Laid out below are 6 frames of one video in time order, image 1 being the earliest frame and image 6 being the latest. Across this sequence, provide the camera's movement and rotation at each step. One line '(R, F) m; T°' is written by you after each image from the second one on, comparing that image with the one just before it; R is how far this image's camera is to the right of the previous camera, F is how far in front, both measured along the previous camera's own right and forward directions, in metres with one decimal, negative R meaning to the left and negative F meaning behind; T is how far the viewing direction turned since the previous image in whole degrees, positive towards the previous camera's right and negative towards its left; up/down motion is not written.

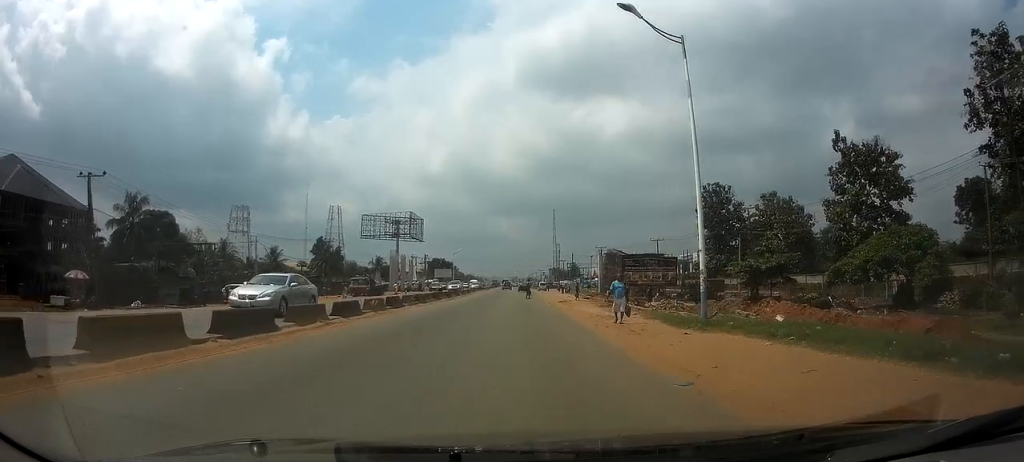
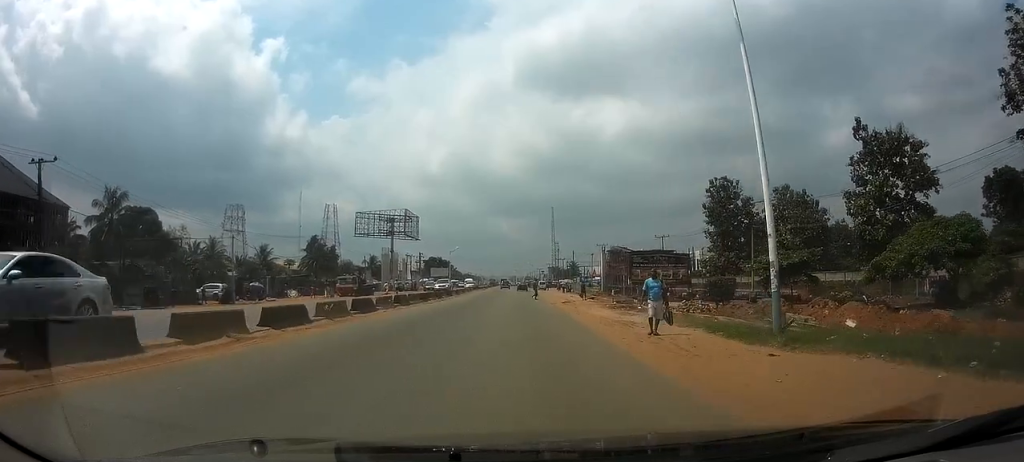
(0.0, +5.2) m; 0°
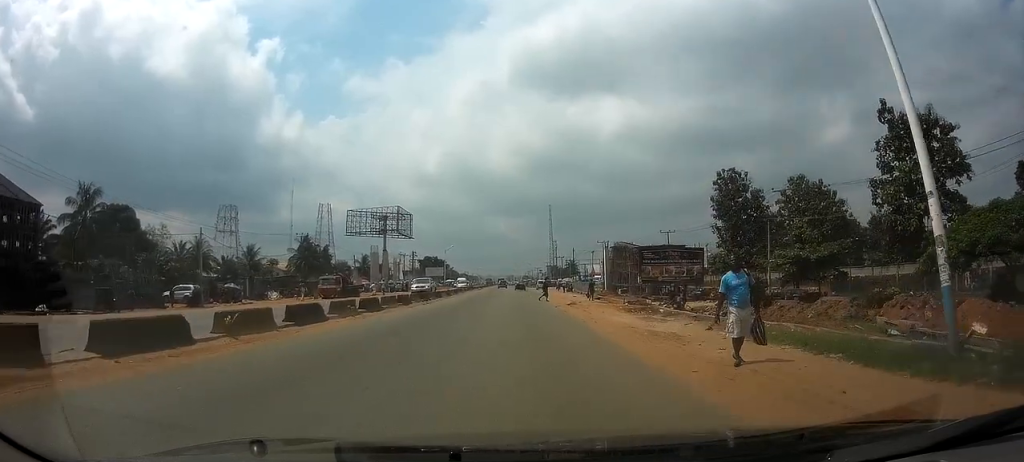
(0.0, +5.9) m; 0°
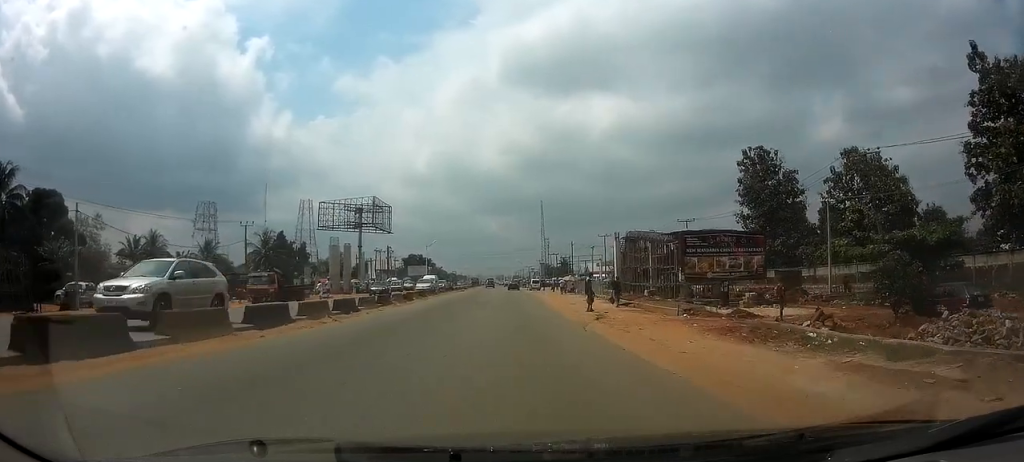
(+0.1, +16.3) m; +1°
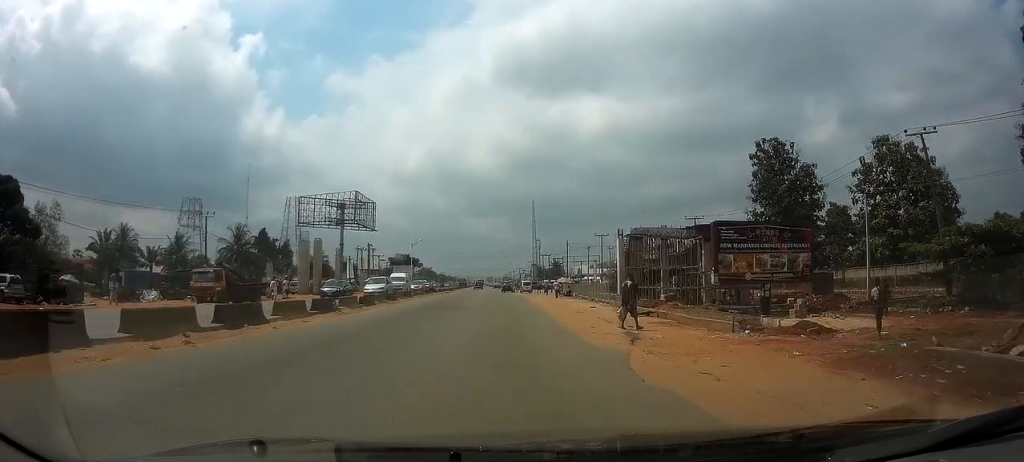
(+0.1, +8.0) m; +1°
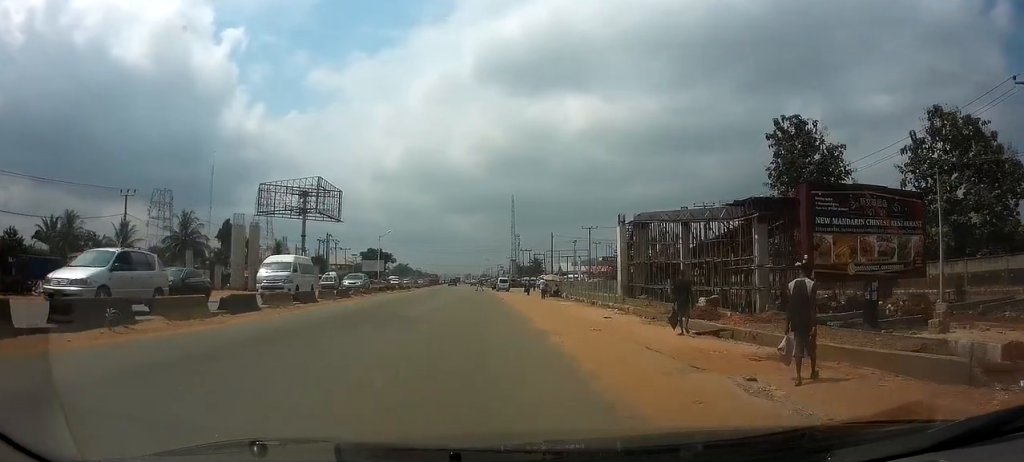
(+0.1, +12.4) m; +2°
